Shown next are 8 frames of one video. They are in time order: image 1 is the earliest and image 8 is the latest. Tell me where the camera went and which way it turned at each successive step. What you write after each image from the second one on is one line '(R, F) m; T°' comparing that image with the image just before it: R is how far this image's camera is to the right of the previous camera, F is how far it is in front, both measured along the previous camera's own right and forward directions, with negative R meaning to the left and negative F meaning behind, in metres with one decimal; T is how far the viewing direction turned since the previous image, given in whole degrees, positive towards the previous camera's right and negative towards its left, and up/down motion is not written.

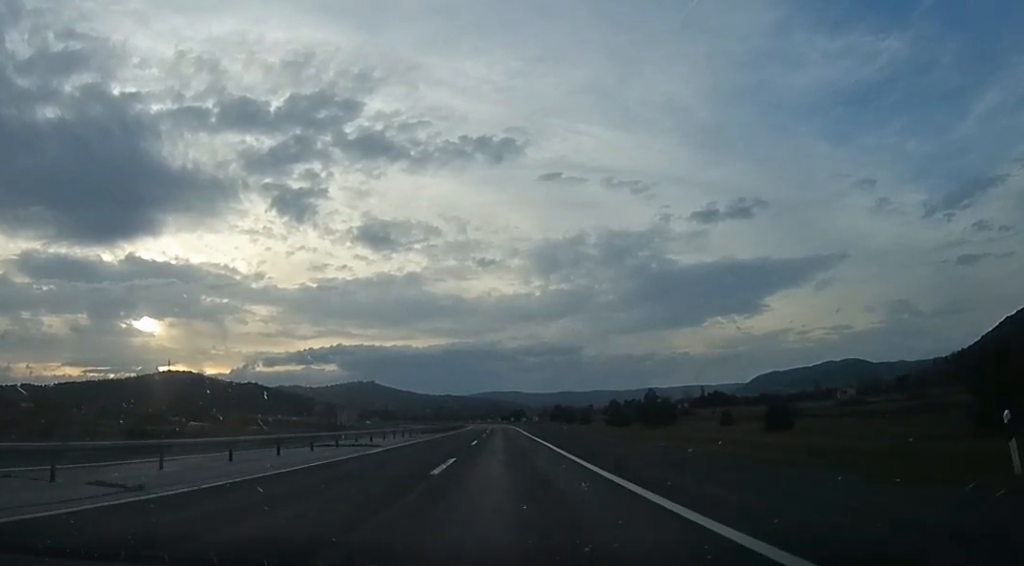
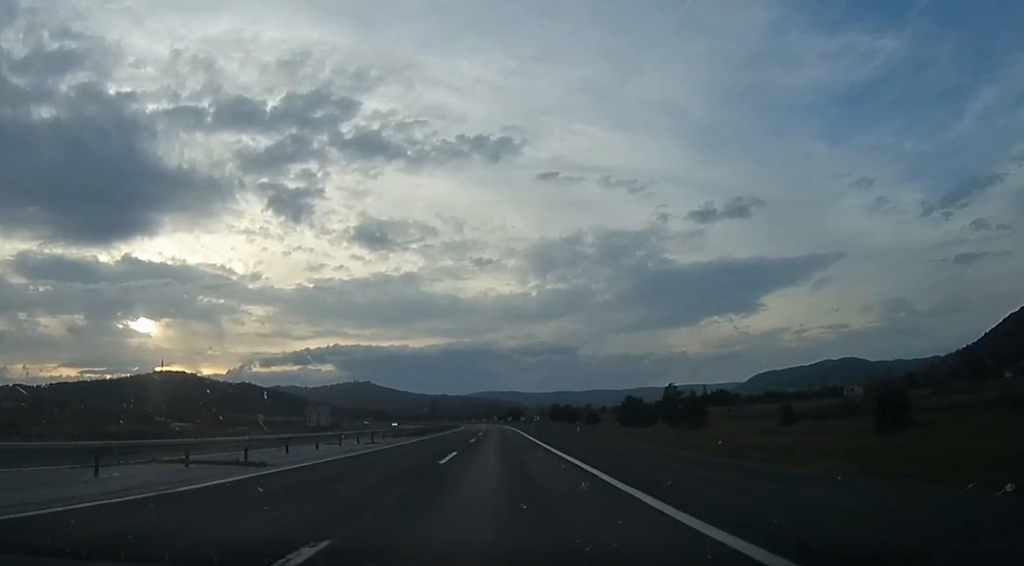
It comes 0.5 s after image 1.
(0.0, +14.3) m; 0°
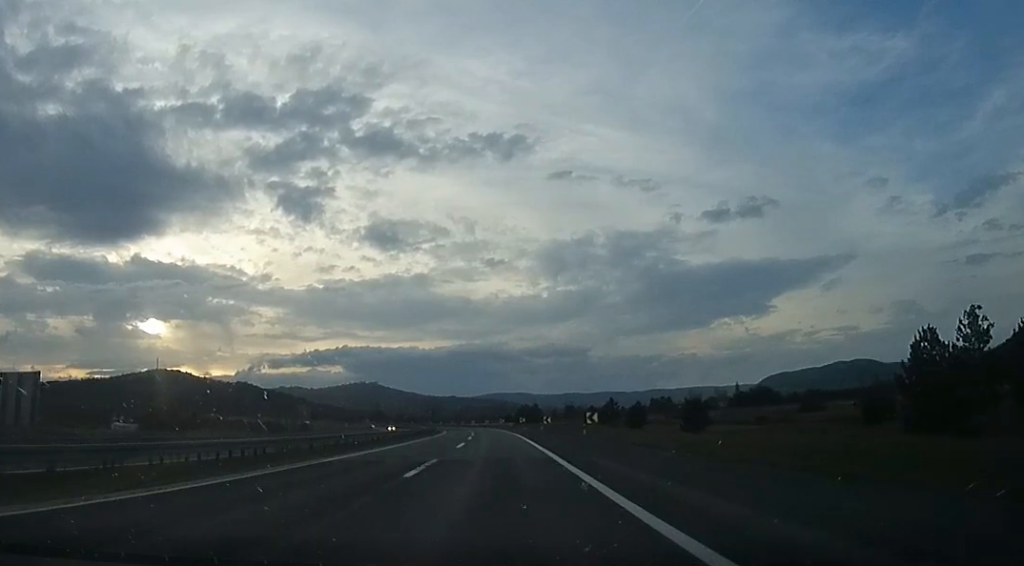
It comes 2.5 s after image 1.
(0.0, +57.0) m; 0°
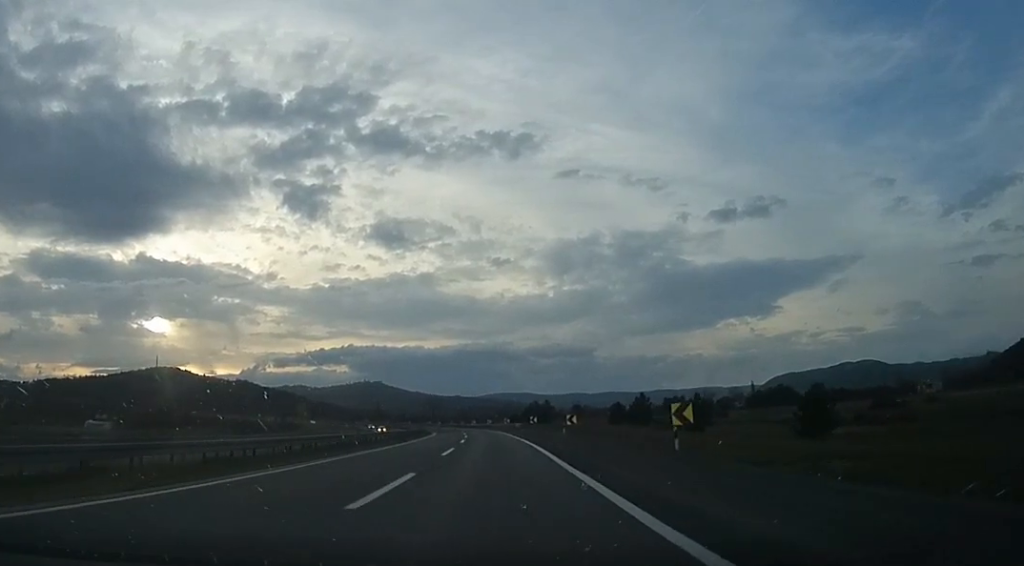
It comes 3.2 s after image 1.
(0.0, +20.8) m; 0°
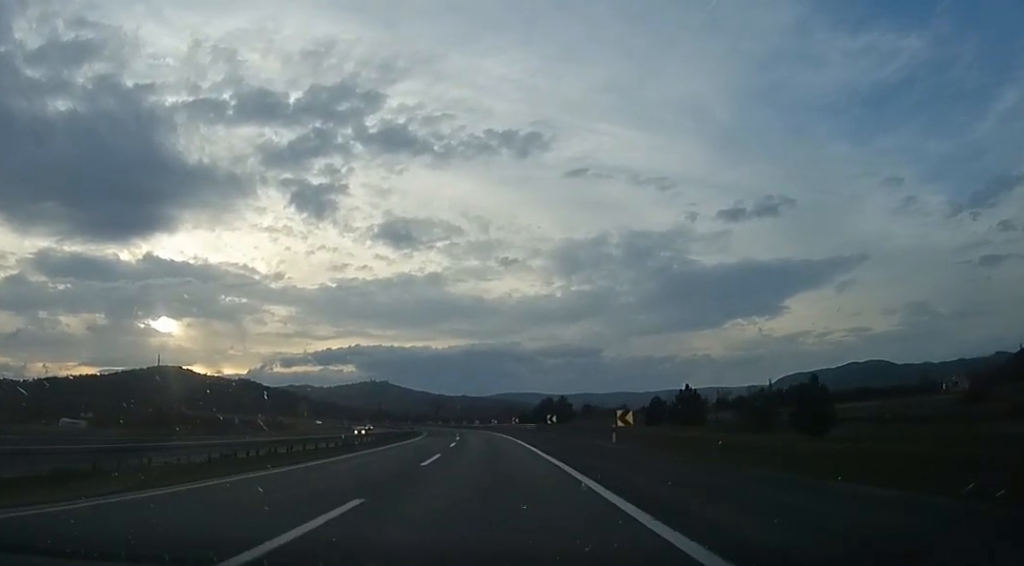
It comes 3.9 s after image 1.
(0.0, +19.4) m; -1°
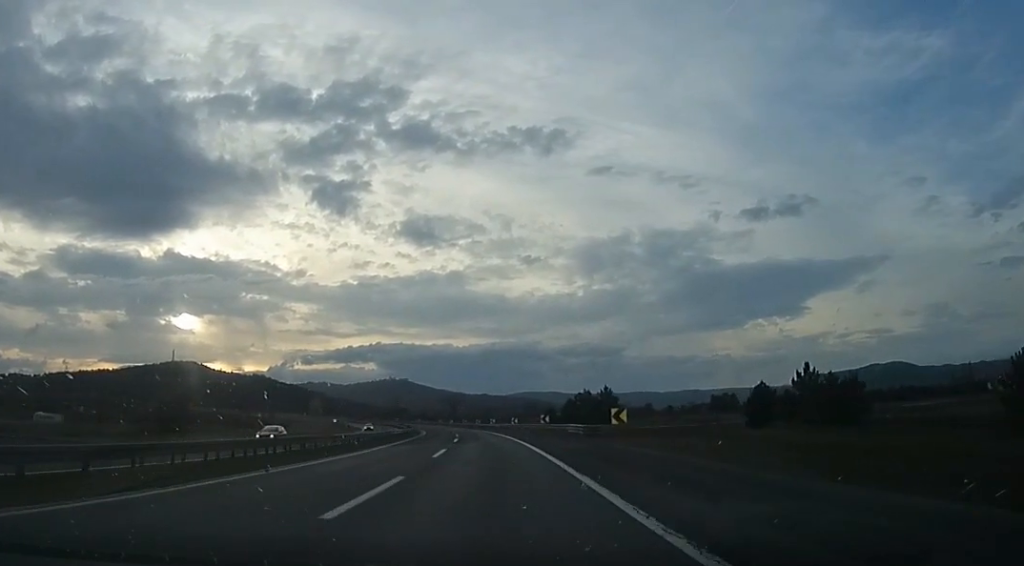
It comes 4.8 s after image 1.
(0.0, +24.6) m; -3°
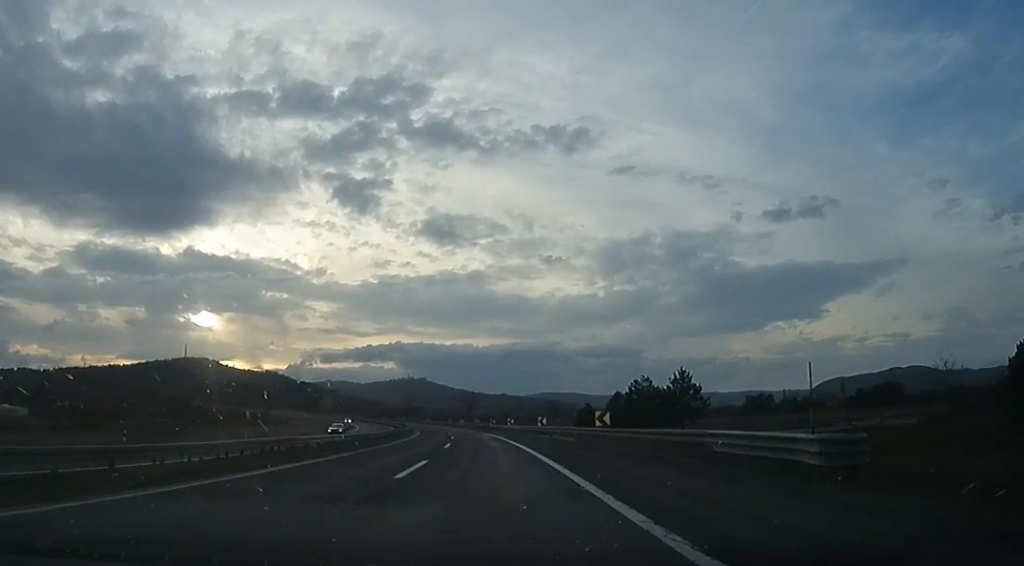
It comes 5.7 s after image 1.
(-1.3, +25.3) m; -2°
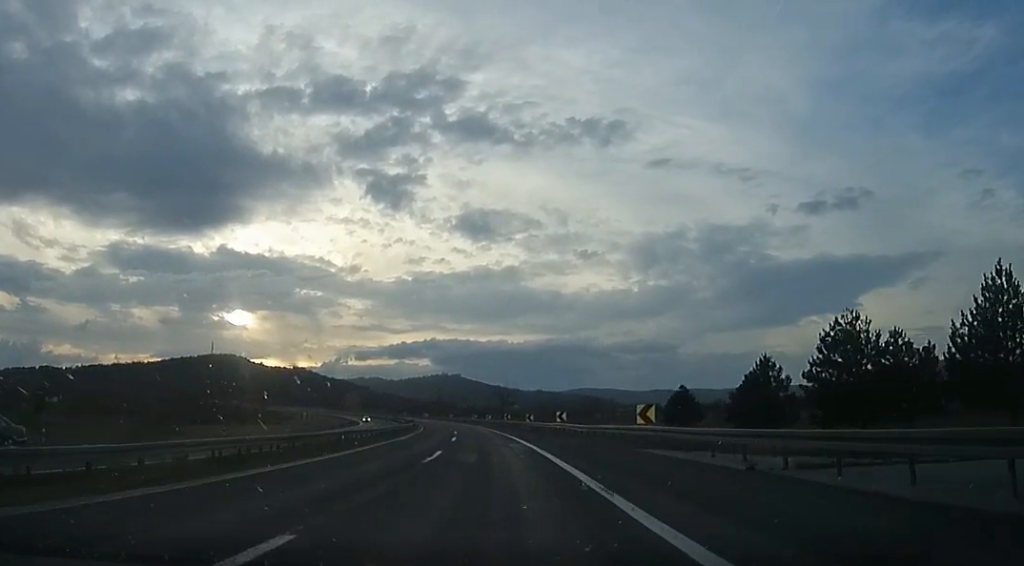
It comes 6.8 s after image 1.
(0.0, +31.6) m; -1°
